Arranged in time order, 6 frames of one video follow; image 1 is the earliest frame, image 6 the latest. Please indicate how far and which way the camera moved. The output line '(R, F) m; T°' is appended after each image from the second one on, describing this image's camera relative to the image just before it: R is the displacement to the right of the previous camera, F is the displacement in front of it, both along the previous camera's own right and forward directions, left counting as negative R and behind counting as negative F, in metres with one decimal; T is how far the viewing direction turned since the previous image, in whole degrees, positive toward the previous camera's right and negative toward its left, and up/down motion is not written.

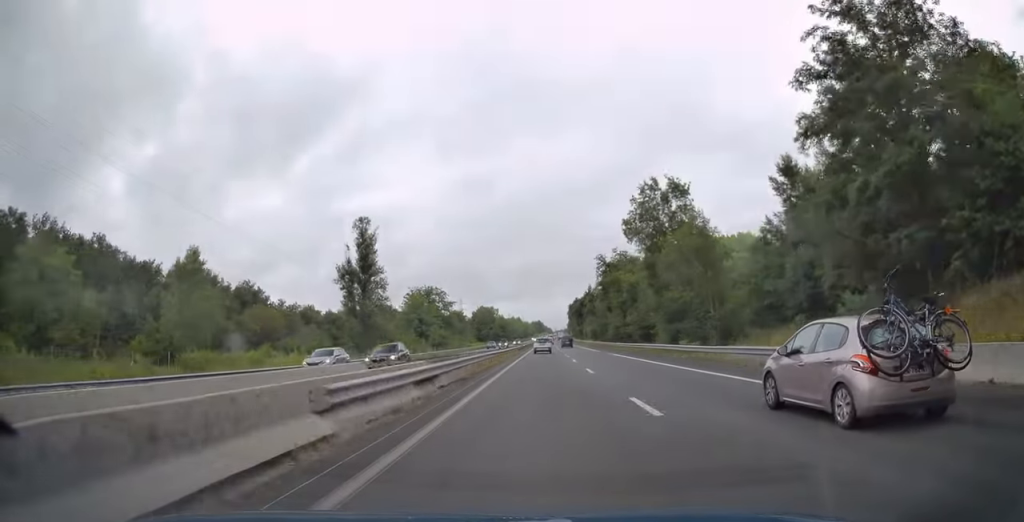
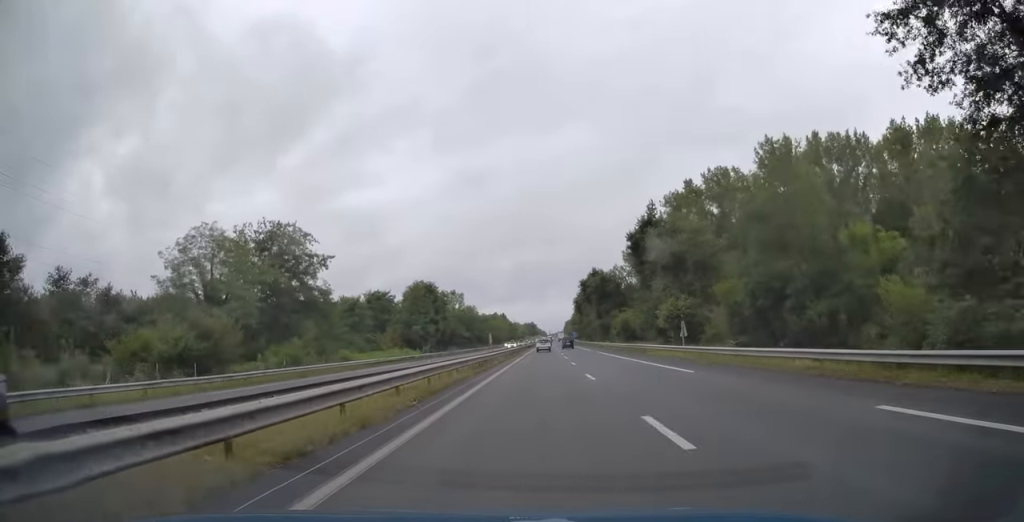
(+0.6, +96.4) m; +1°
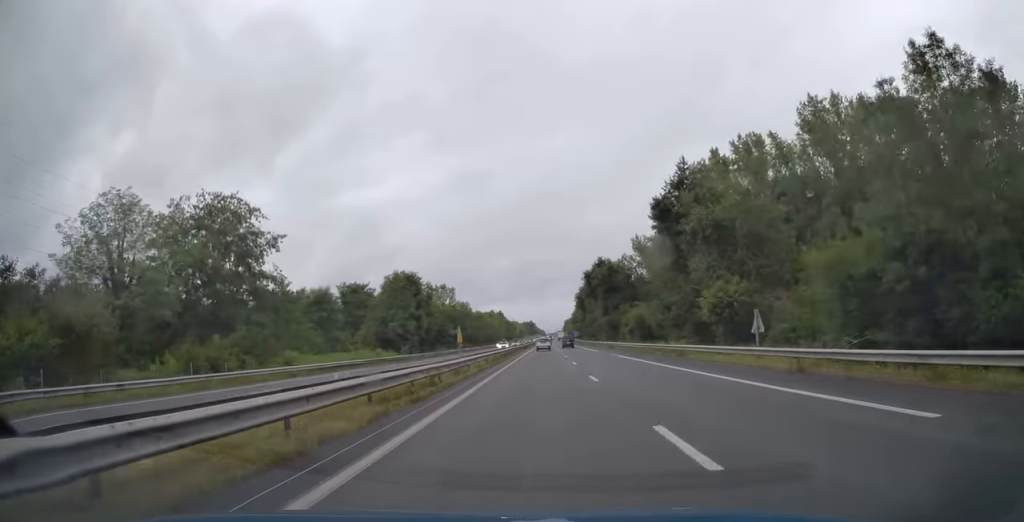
(0.0, +14.2) m; 0°
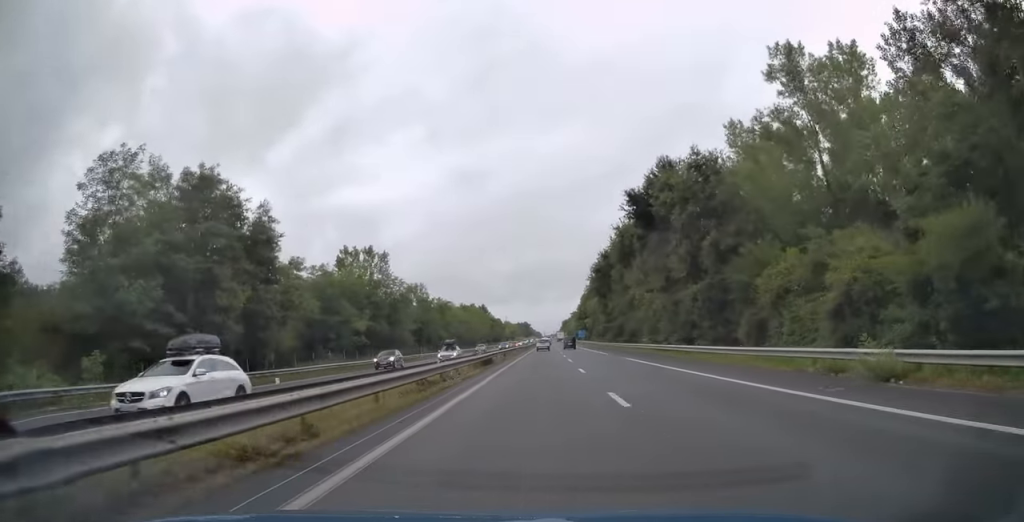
(+0.2, +58.2) m; 0°
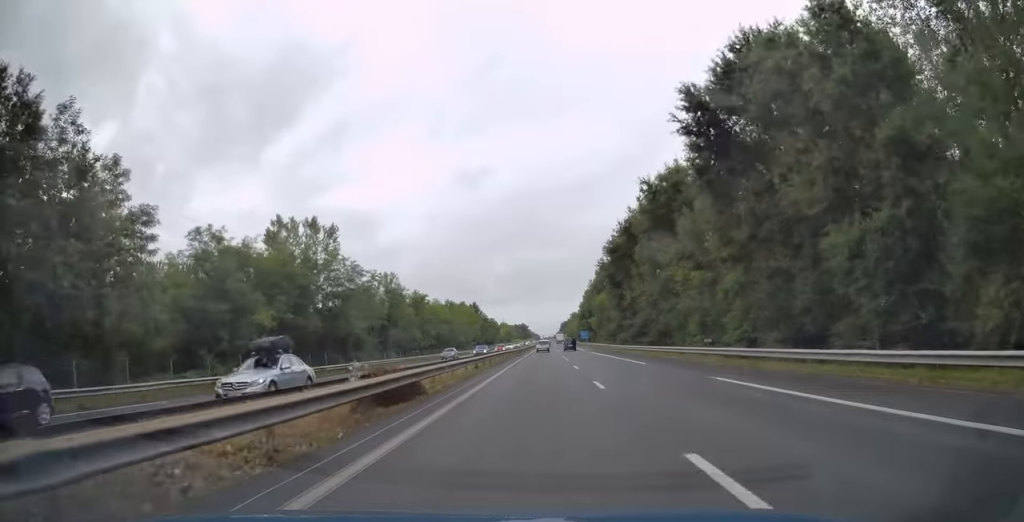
(0.0, +19.9) m; 0°
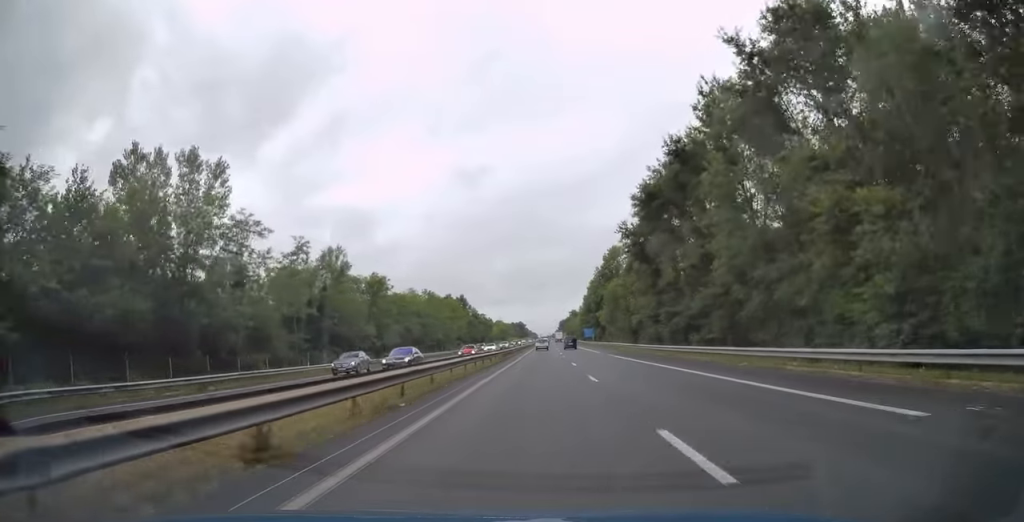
(0.0, +22.4) m; 0°
